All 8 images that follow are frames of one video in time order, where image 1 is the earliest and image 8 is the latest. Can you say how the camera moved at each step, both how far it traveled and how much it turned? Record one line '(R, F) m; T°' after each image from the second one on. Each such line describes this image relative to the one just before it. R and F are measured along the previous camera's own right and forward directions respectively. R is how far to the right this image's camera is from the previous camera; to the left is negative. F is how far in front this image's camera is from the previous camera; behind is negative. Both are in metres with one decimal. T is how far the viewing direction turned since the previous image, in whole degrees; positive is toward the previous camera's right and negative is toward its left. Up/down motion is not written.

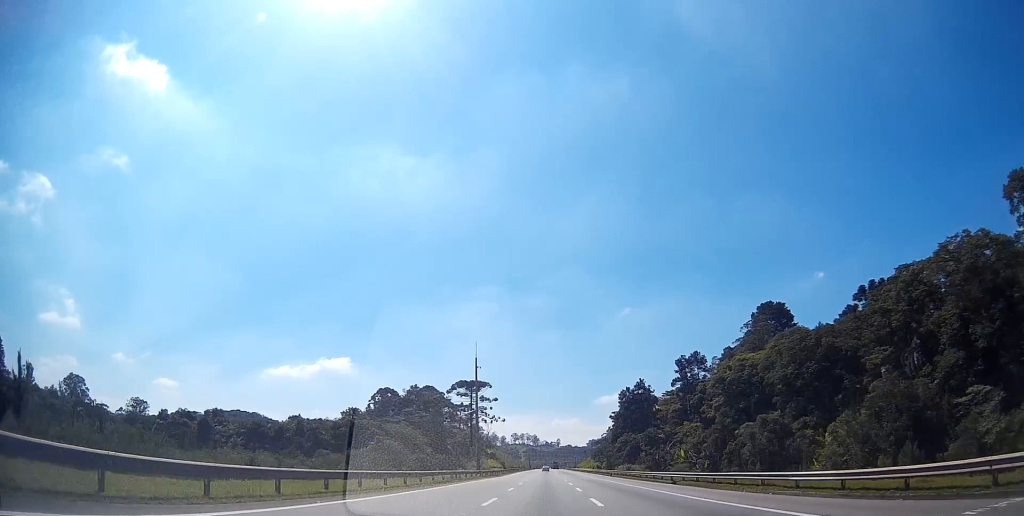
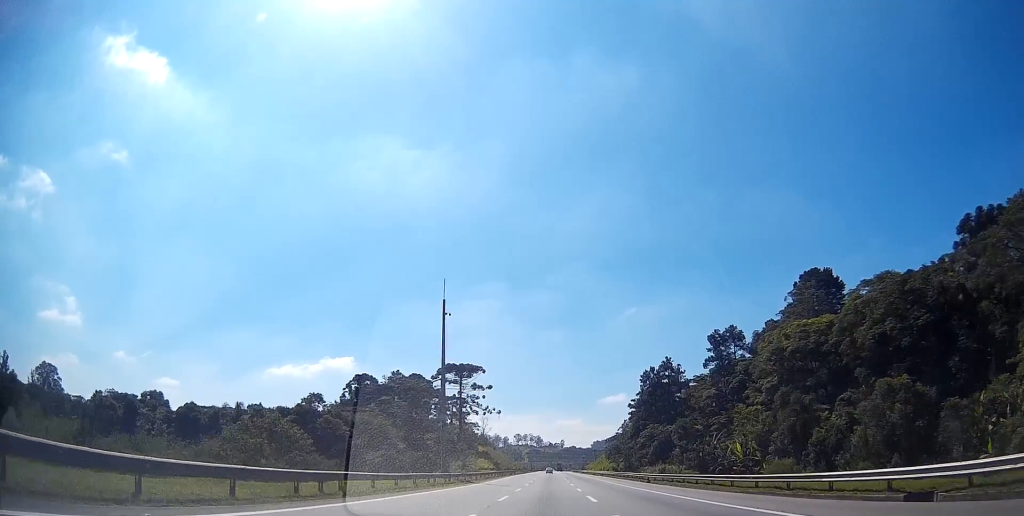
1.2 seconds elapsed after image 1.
(-0.3, +31.0) m; 0°
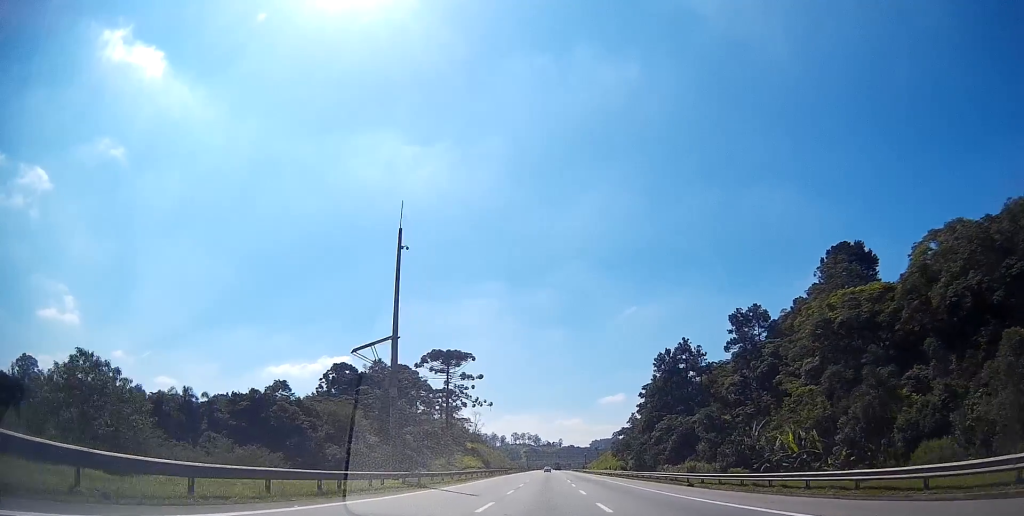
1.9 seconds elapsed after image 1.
(+0.1, +18.1) m; 0°
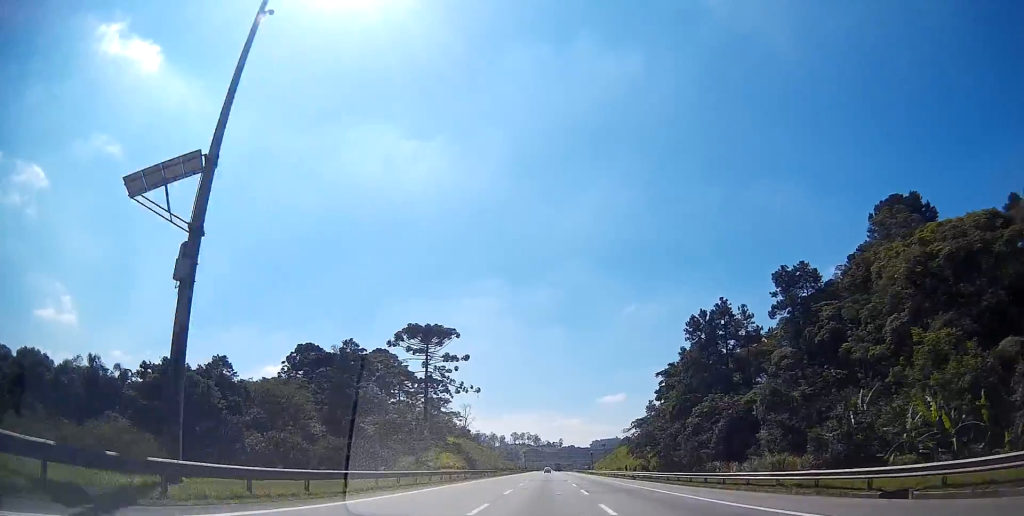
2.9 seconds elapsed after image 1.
(0.0, +24.9) m; 0°
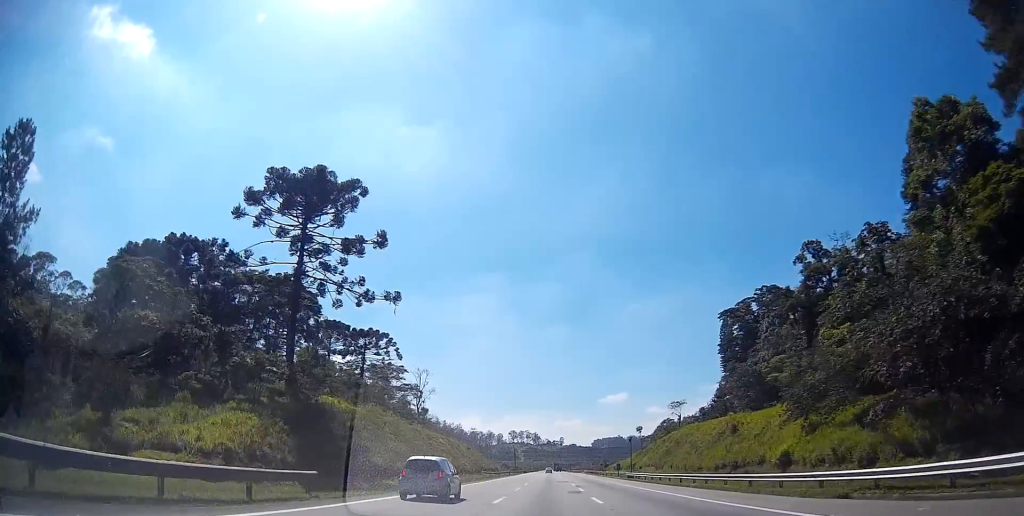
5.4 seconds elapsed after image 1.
(+0.2, +64.2) m; 0°
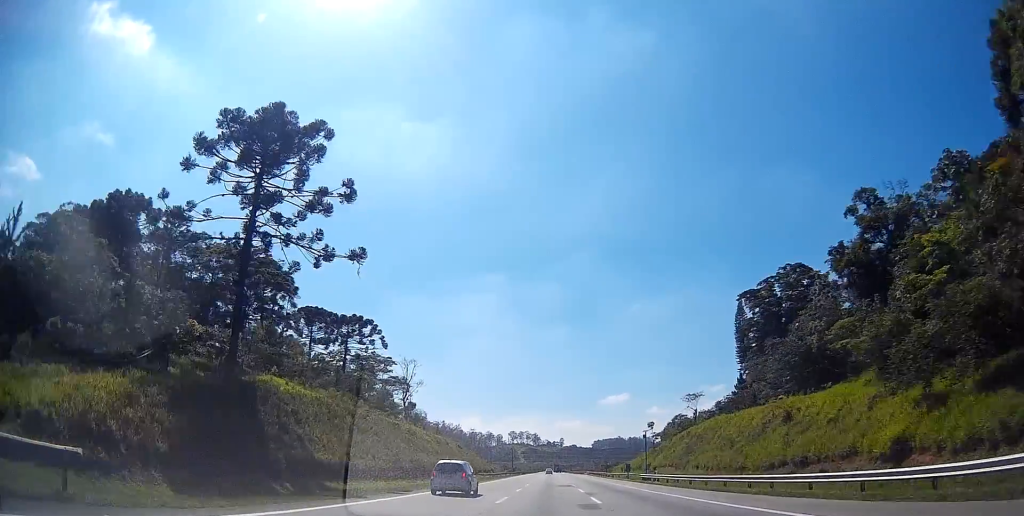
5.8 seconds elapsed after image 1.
(+0.1, +11.1) m; 0°
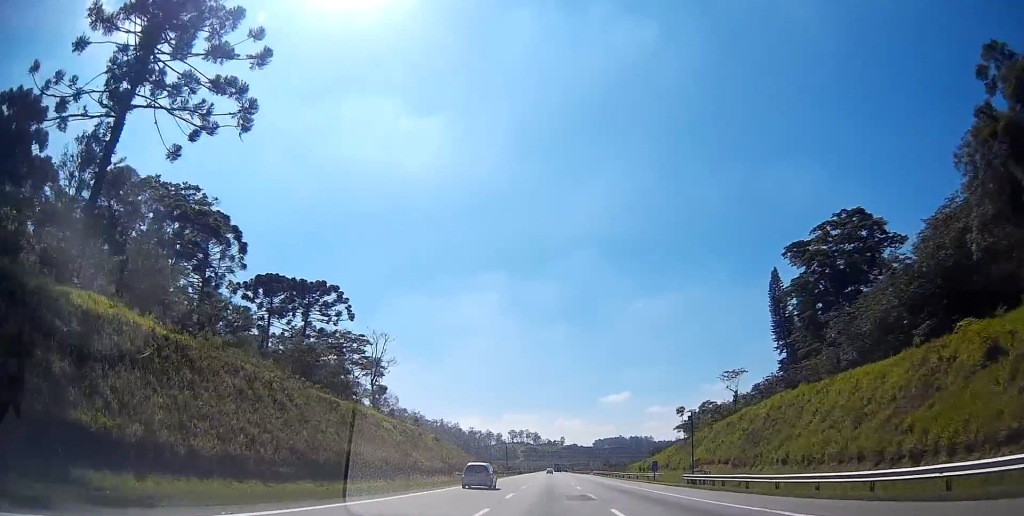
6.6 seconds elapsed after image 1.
(0.0, +19.6) m; -1°
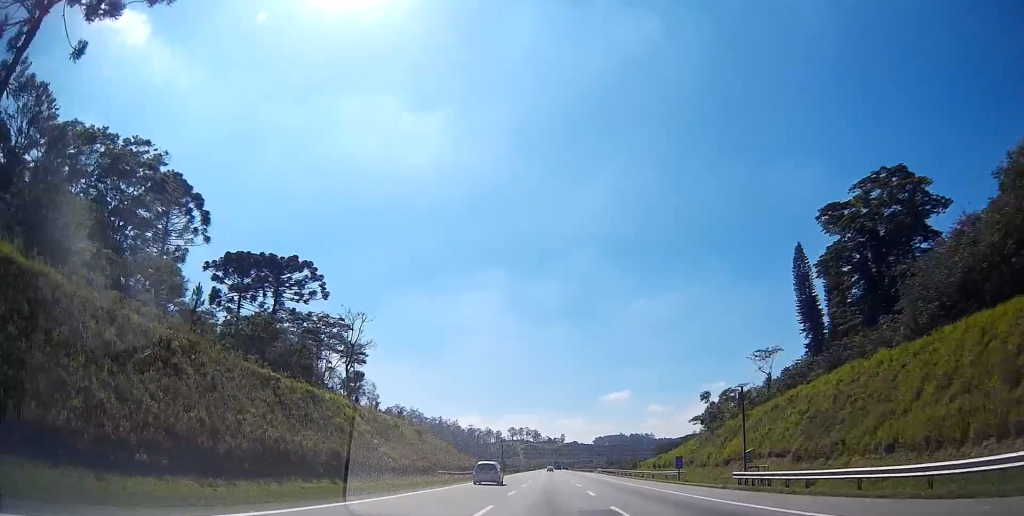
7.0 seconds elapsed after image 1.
(+0.1, +11.1) m; -1°
